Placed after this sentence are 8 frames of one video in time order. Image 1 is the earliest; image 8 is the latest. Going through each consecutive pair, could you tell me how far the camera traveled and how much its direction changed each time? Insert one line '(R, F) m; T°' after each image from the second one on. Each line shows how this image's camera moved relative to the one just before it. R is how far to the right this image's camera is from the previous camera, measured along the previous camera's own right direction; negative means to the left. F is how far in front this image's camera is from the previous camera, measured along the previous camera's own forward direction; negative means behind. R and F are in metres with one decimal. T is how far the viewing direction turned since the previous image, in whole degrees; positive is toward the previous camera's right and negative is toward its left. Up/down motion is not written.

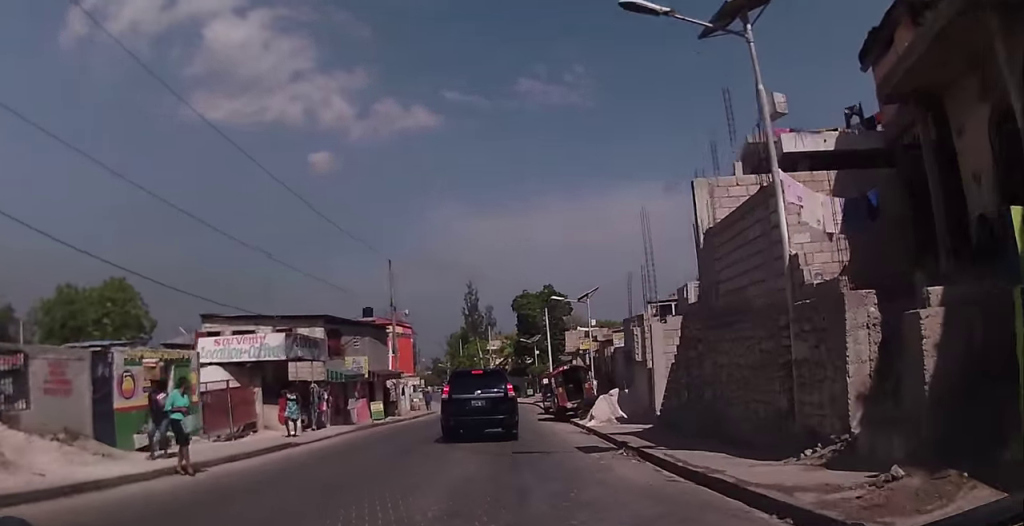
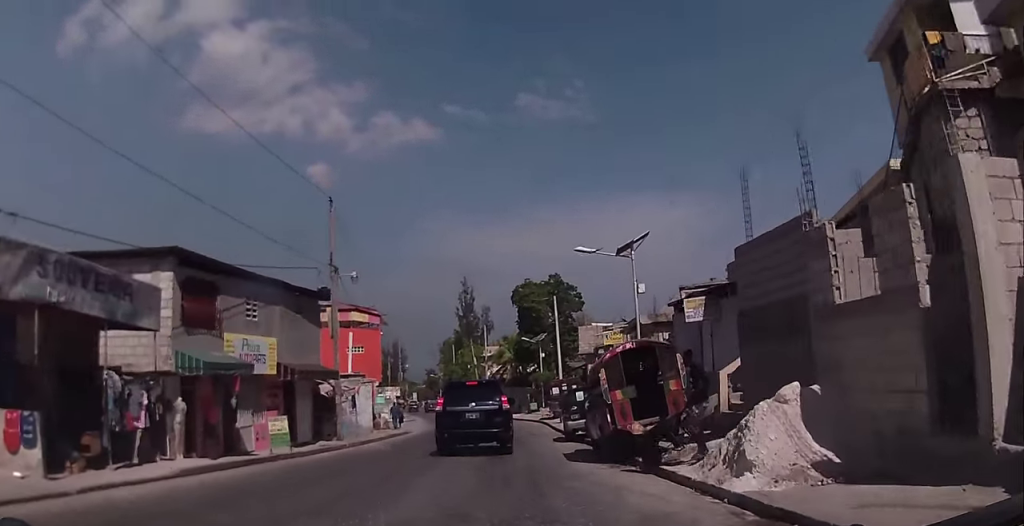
(+0.4, +14.2) m; -1°
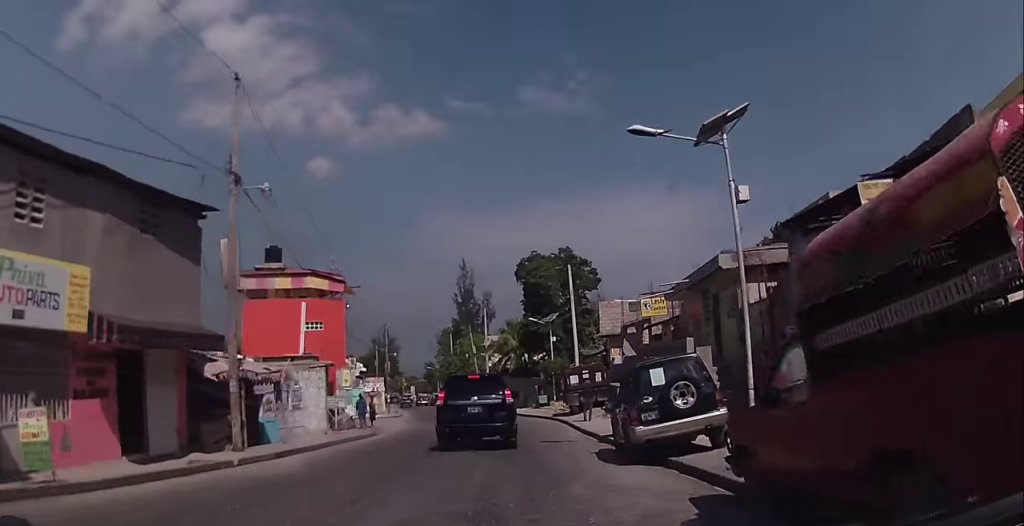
(-0.2, +10.7) m; -1°
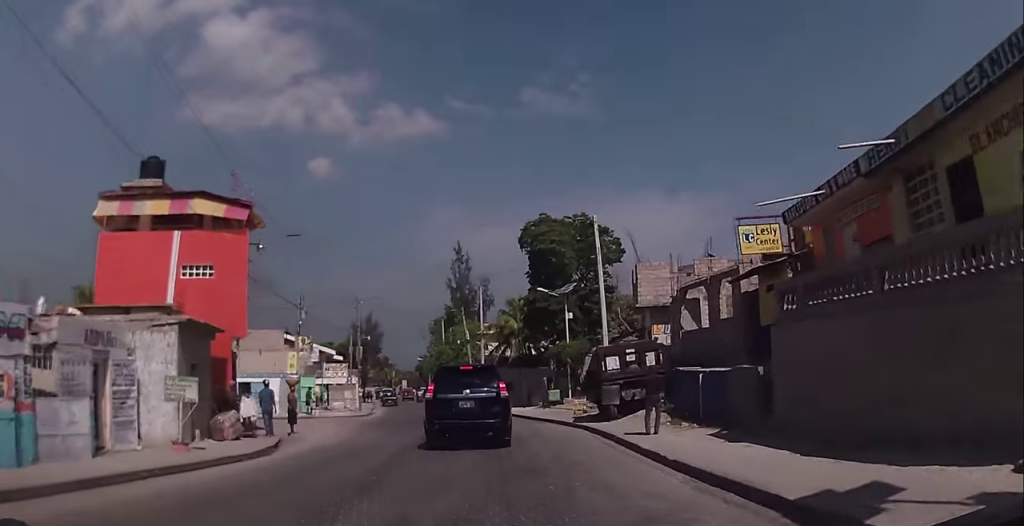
(-0.1, +13.1) m; -2°
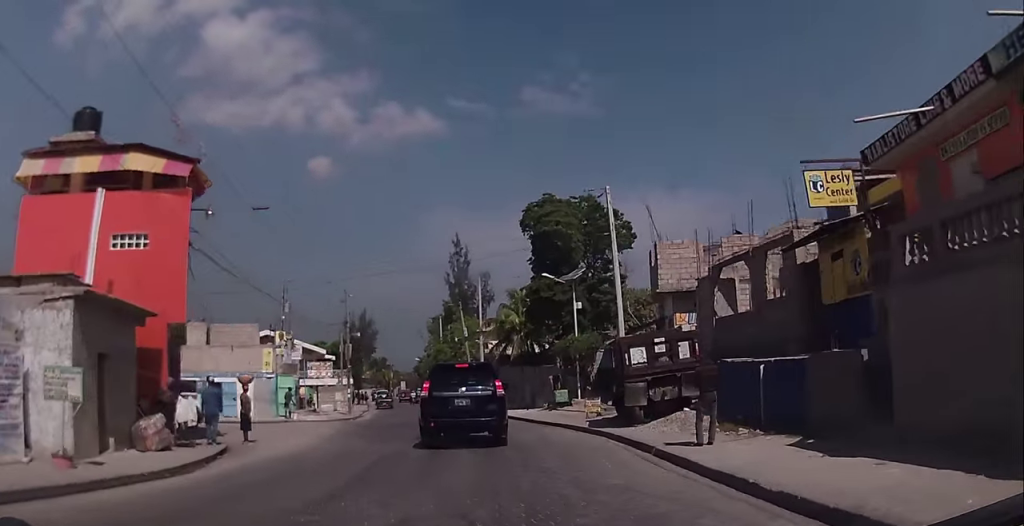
(0.0, +4.3) m; 0°
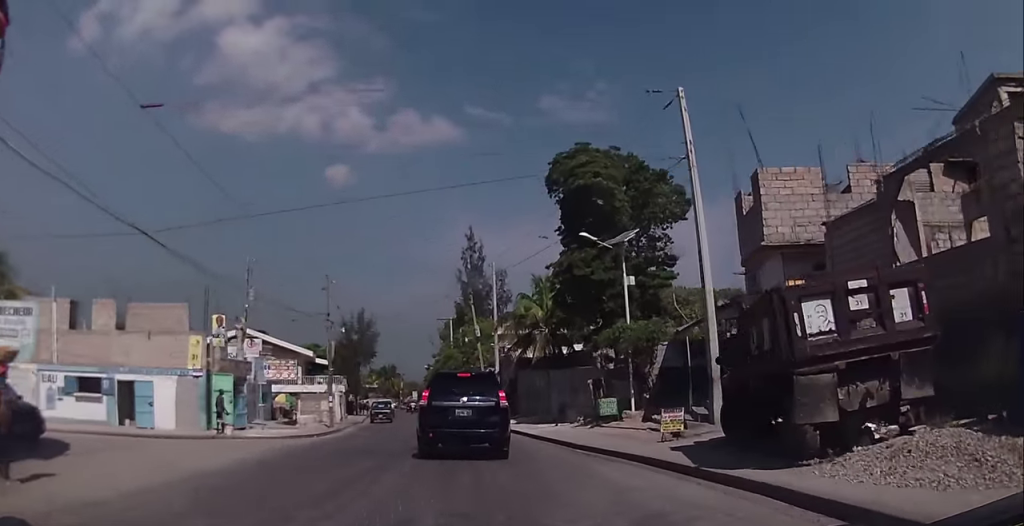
(+0.1, +10.3) m; +2°
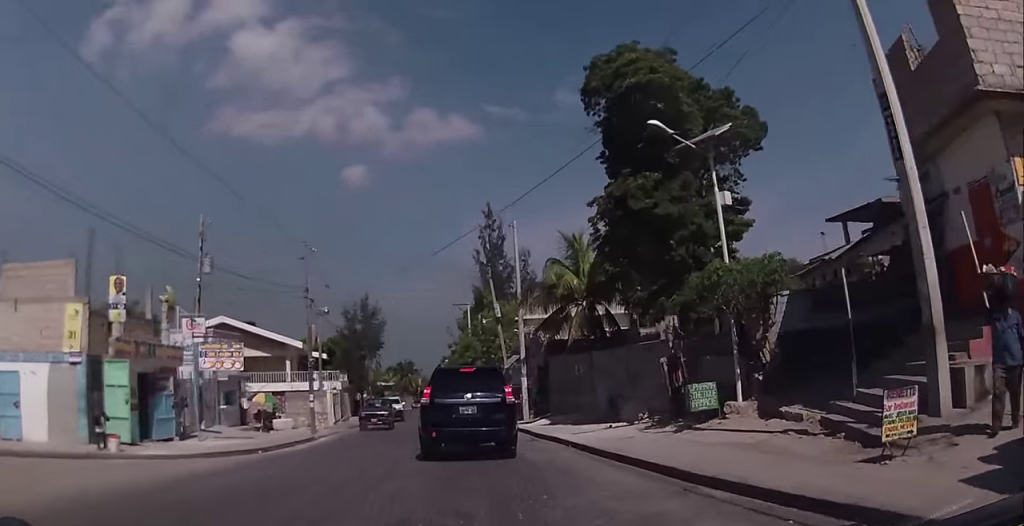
(+0.3, +9.0) m; +2°
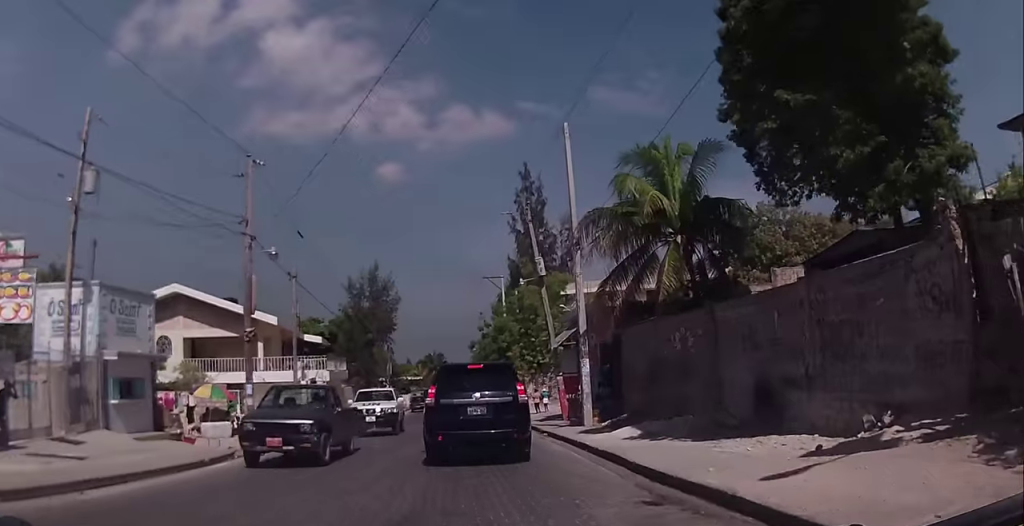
(-0.6, +12.3) m; -7°
